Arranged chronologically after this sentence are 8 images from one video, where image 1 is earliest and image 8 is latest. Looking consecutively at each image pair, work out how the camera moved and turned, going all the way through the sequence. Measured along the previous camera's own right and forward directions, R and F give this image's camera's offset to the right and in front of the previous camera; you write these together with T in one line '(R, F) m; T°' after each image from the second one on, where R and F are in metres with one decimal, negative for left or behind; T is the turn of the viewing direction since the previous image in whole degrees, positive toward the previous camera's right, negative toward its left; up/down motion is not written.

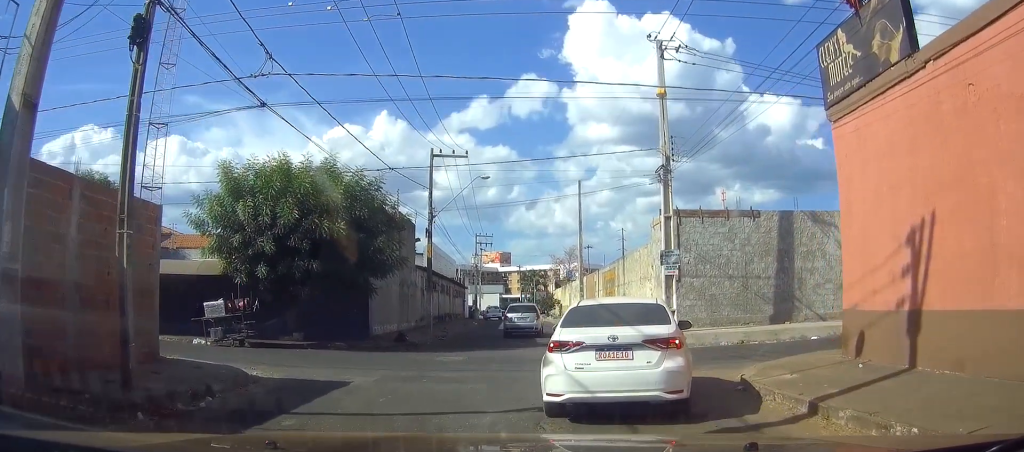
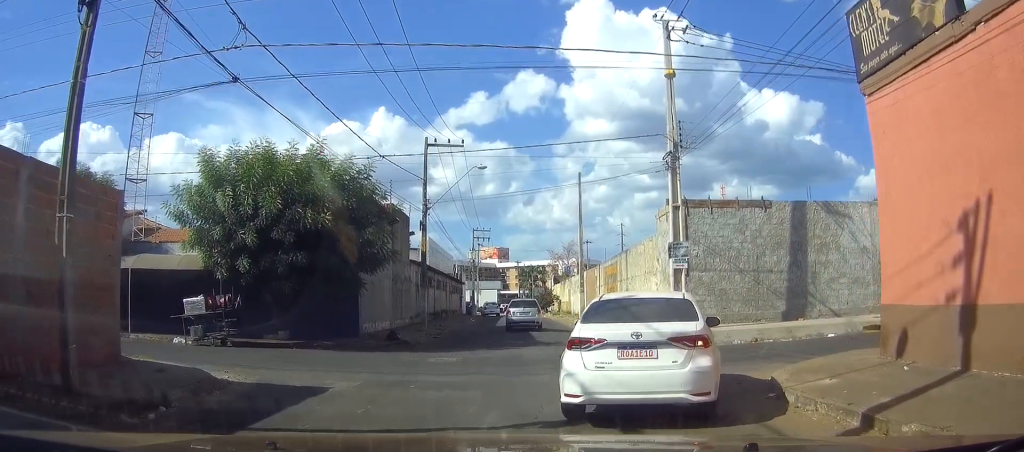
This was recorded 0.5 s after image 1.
(0.0, +1.4) m; 0°
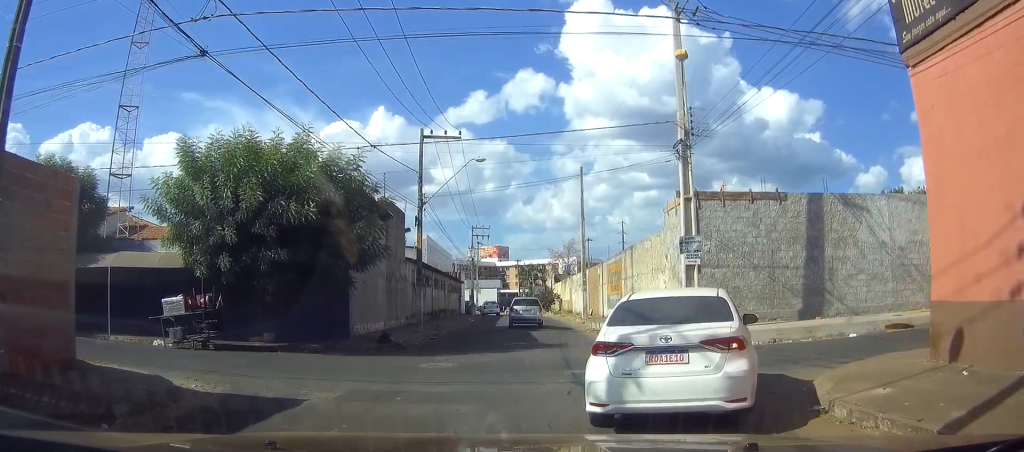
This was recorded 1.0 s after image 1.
(0.0, +1.4) m; 0°
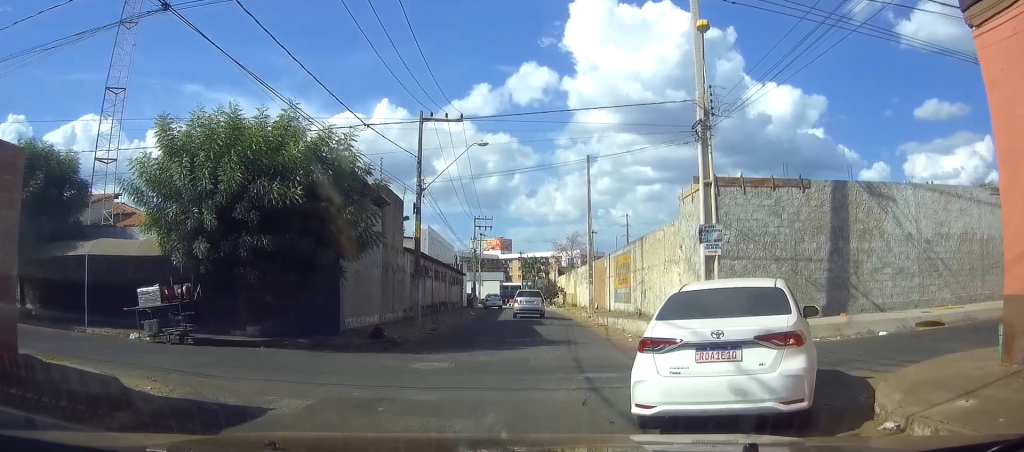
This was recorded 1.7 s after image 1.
(0.0, +1.8) m; +1°
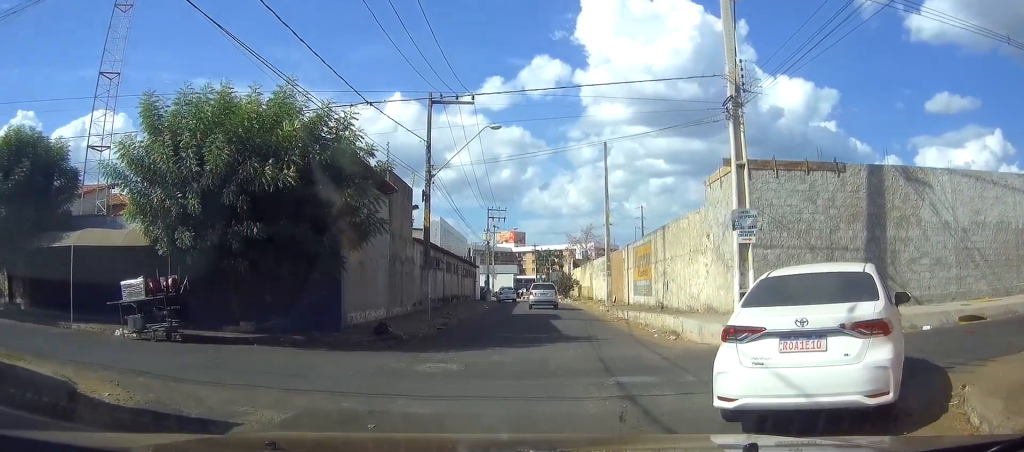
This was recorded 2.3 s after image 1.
(0.0, +1.7) m; +2°
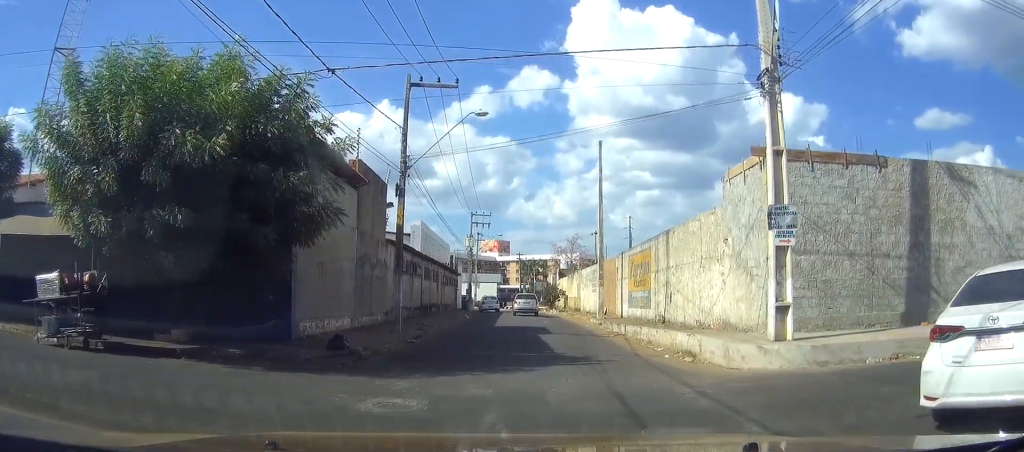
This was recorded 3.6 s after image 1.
(+0.1, +3.1) m; +4°
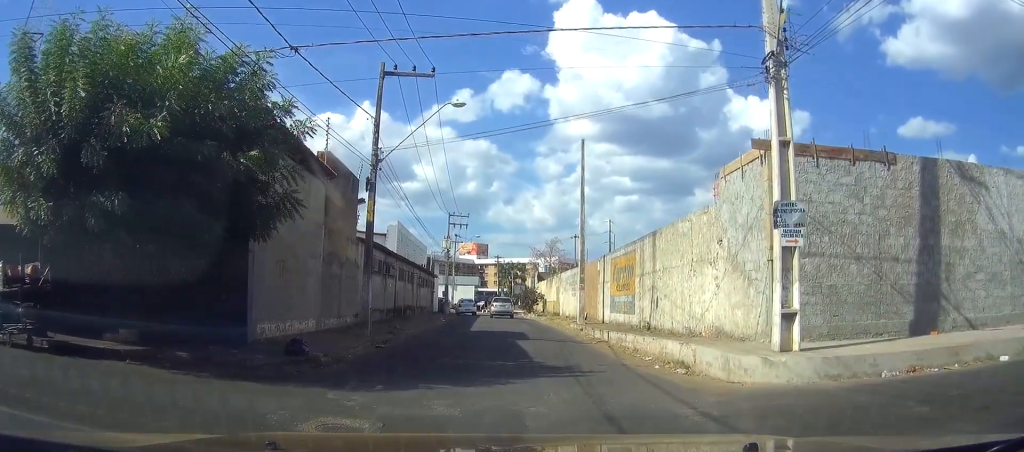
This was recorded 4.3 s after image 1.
(0.0, +1.1) m; -2°
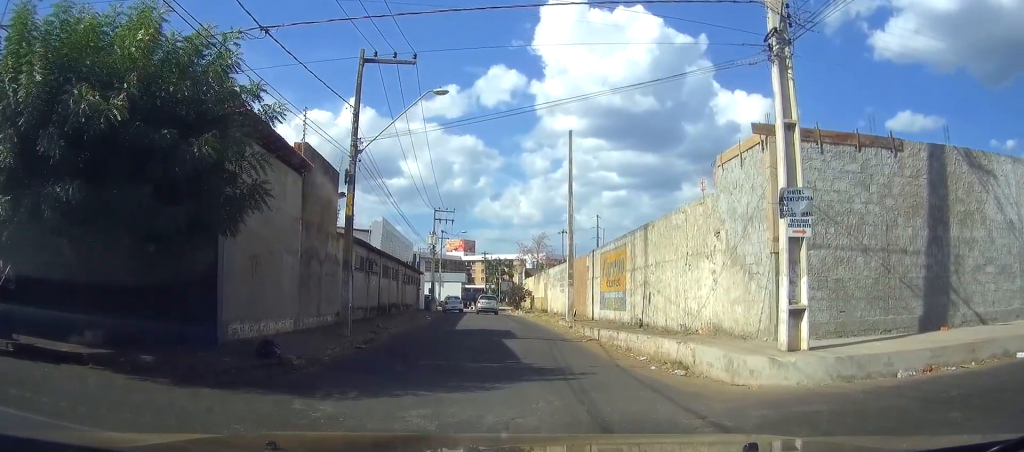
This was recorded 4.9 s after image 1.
(0.0, +0.9) m; 0°
